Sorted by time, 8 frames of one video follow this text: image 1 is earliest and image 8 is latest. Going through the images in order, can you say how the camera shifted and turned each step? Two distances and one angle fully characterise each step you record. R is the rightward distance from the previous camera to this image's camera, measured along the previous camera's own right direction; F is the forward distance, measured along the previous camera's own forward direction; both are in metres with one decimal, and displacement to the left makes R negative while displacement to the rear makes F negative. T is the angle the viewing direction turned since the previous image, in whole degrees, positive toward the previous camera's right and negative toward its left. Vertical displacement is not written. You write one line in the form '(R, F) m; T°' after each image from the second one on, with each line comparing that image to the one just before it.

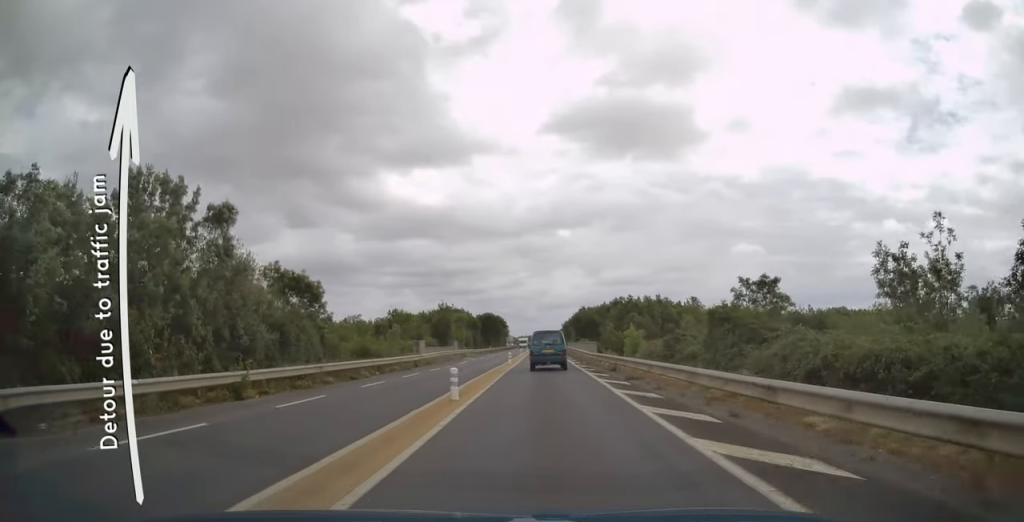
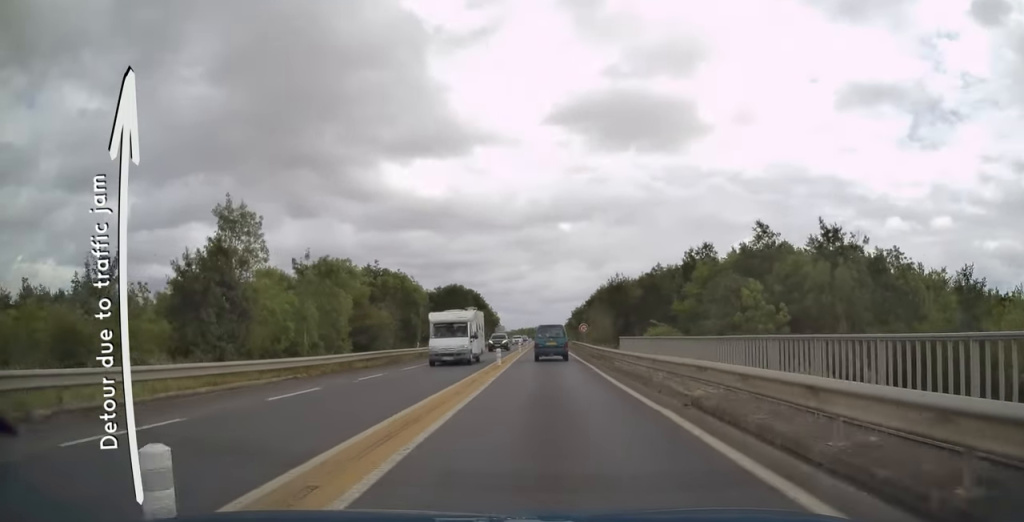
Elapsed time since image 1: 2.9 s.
(-0.3, +60.1) m; 0°
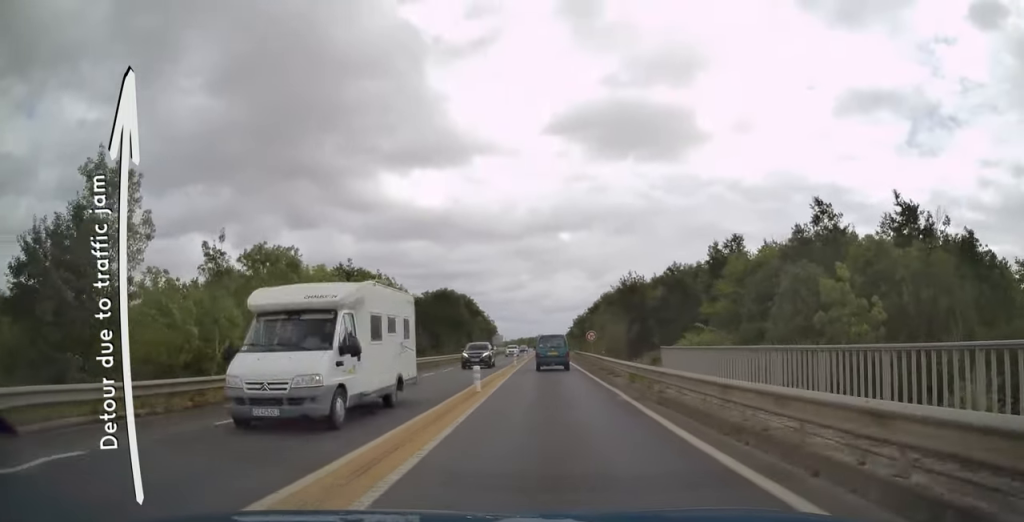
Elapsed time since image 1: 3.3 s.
(-0.1, +9.2) m; 0°
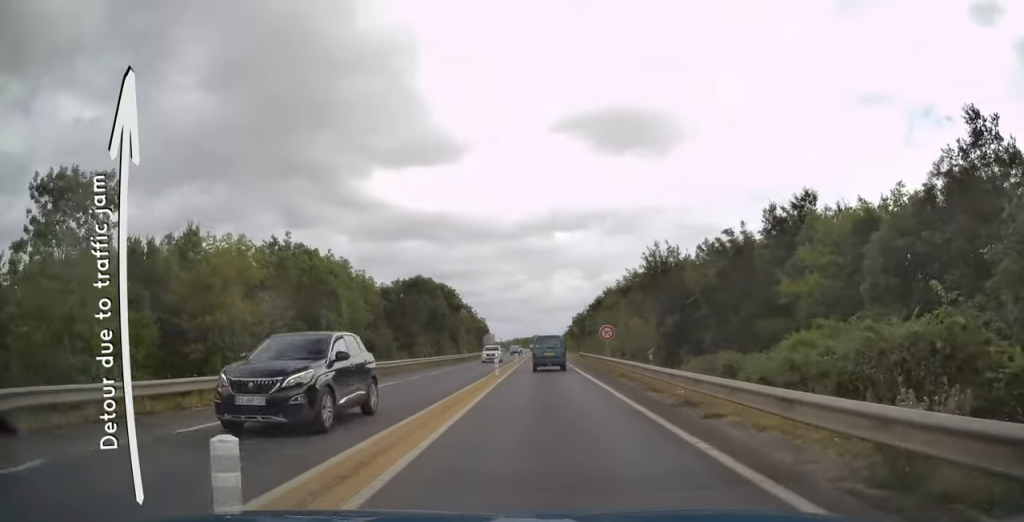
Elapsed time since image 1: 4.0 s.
(+0.3, +14.3) m; 0°
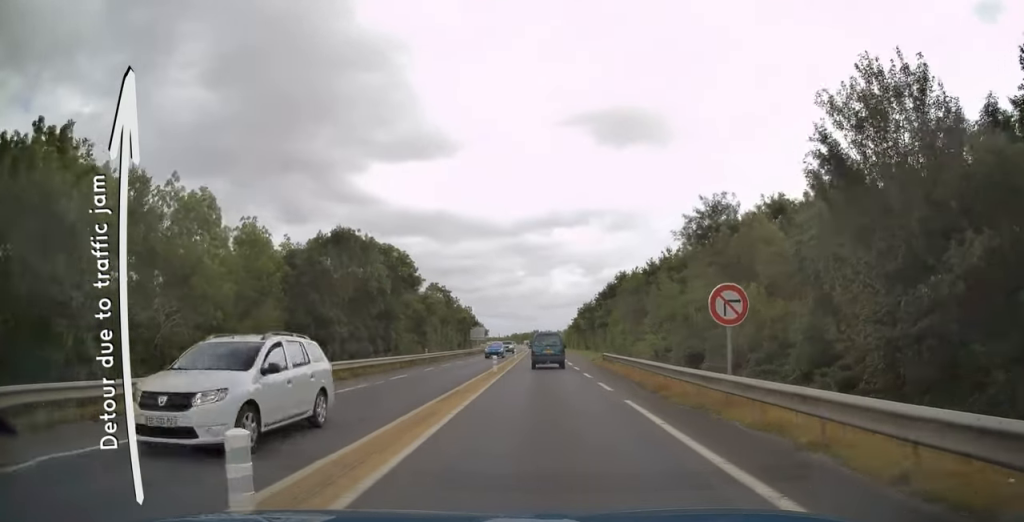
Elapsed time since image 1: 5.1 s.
(-0.3, +23.9) m; 0°
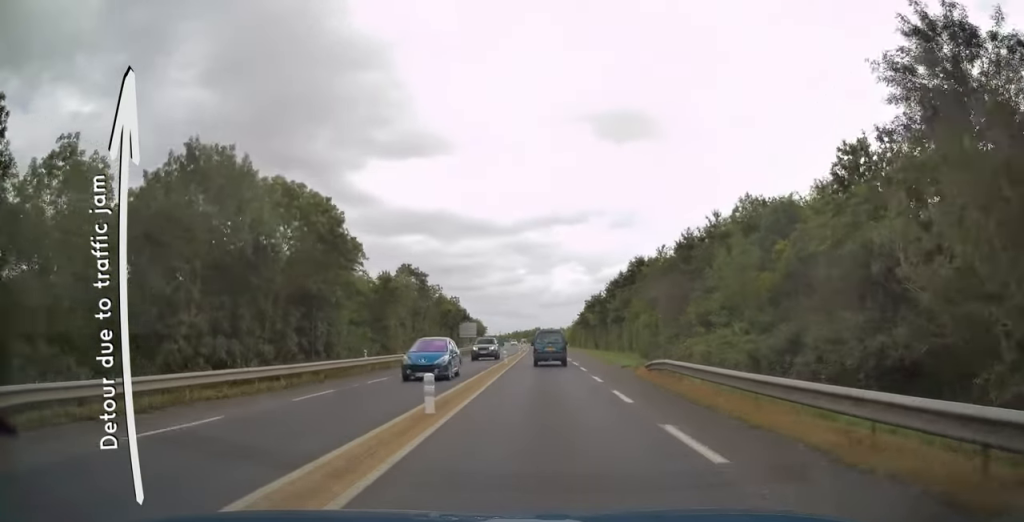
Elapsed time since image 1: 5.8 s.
(+0.2, +16.8) m; 0°
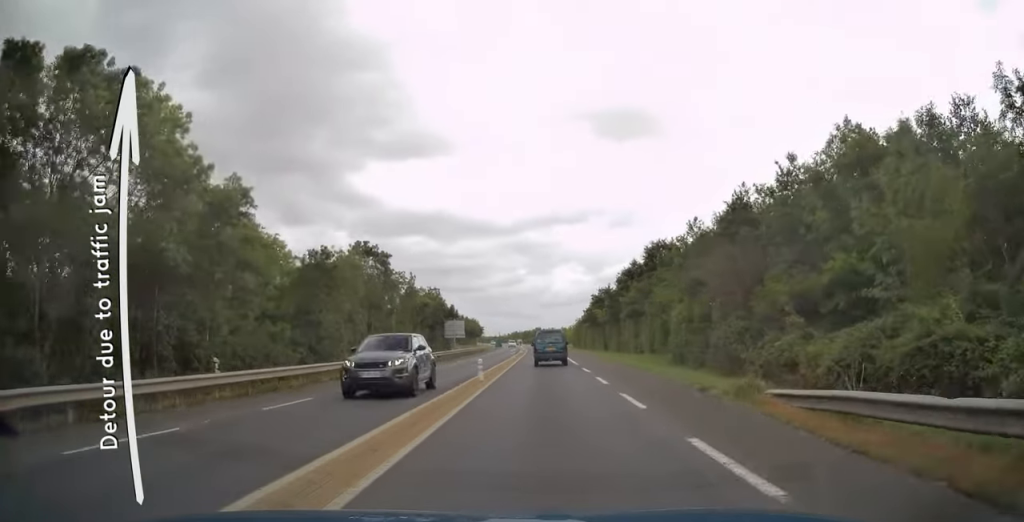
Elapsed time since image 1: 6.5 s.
(+0.1, +14.7) m; 0°
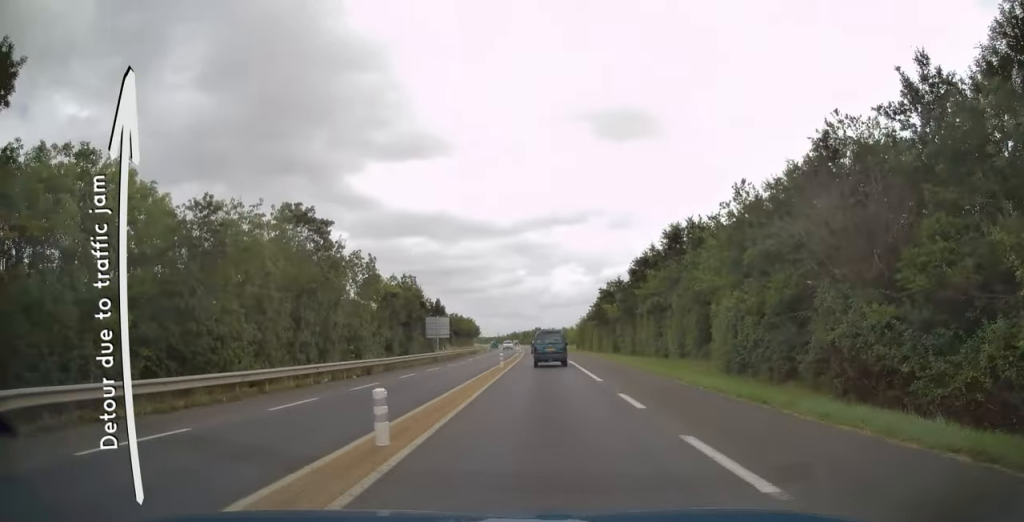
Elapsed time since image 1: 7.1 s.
(-0.3, +12.9) m; 0°
